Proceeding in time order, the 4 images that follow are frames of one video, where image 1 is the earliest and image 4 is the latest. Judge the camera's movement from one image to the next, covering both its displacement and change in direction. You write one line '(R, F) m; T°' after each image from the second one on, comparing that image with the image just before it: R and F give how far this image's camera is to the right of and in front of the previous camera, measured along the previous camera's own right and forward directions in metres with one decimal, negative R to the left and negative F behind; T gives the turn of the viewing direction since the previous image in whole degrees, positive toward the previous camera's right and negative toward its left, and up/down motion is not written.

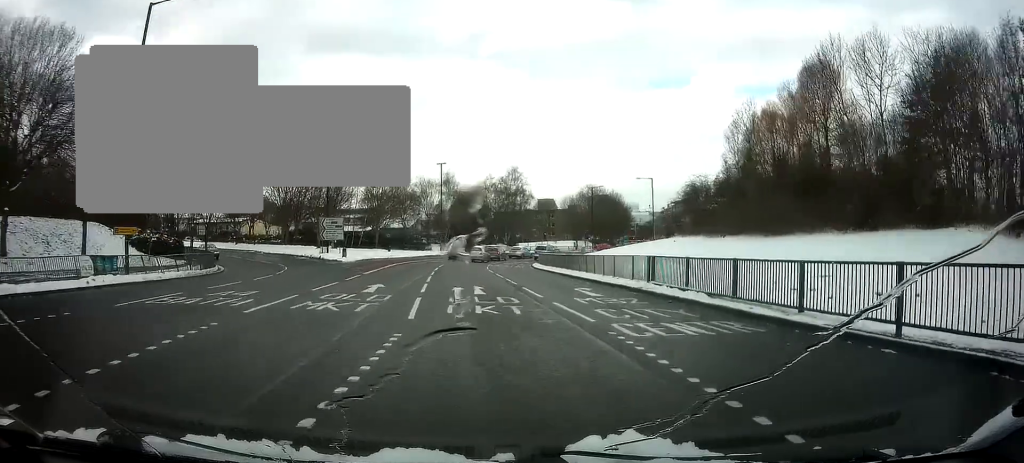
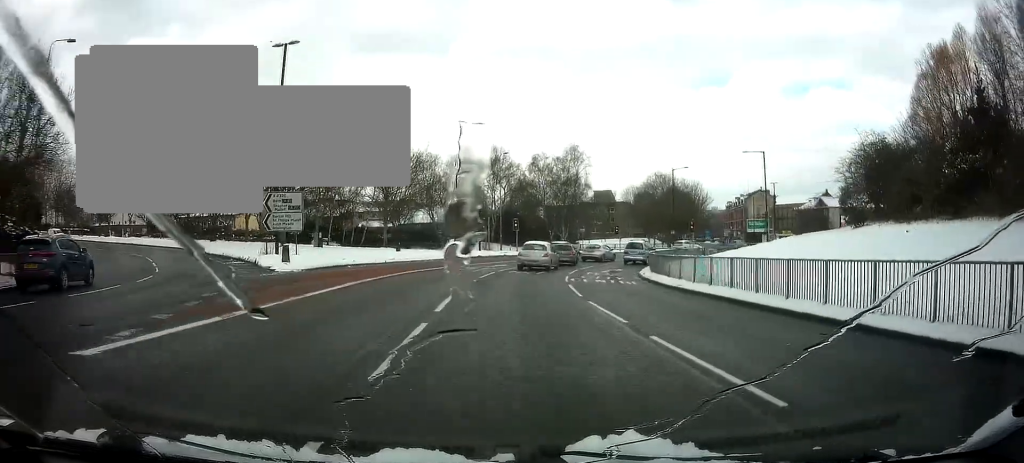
(-1.0, +26.9) m; -6°
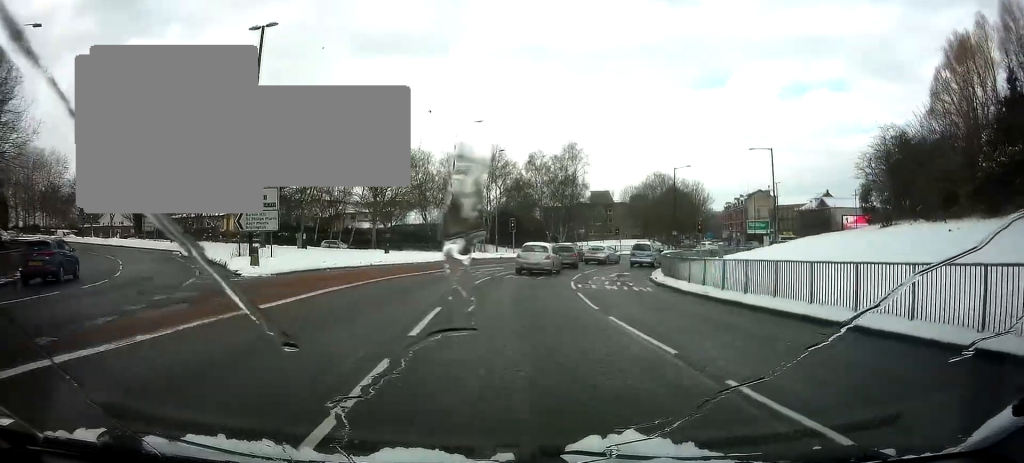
(0.0, +3.5) m; -1°
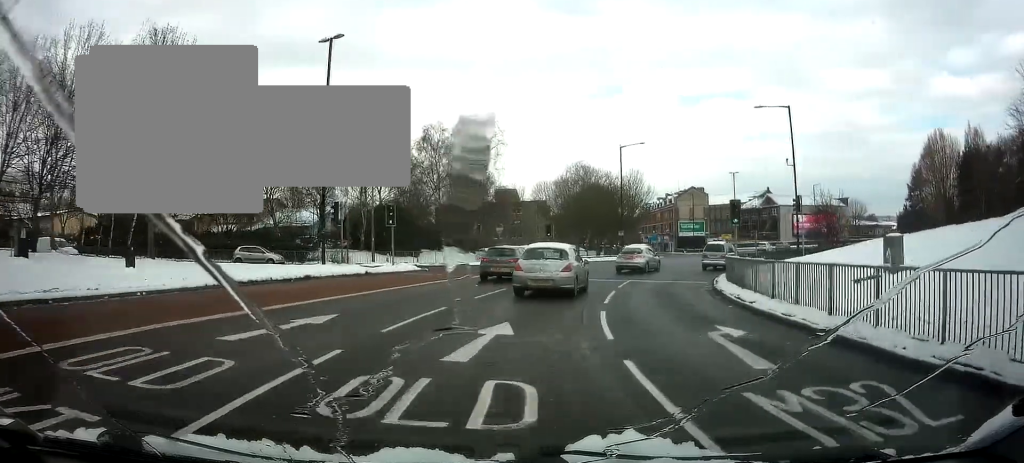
(+1.5, +21.5) m; +11°
